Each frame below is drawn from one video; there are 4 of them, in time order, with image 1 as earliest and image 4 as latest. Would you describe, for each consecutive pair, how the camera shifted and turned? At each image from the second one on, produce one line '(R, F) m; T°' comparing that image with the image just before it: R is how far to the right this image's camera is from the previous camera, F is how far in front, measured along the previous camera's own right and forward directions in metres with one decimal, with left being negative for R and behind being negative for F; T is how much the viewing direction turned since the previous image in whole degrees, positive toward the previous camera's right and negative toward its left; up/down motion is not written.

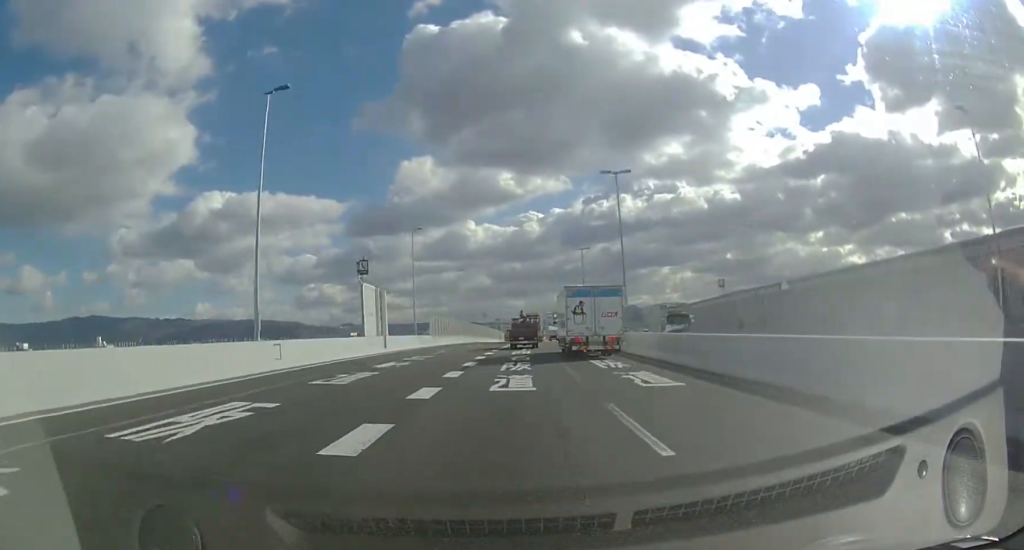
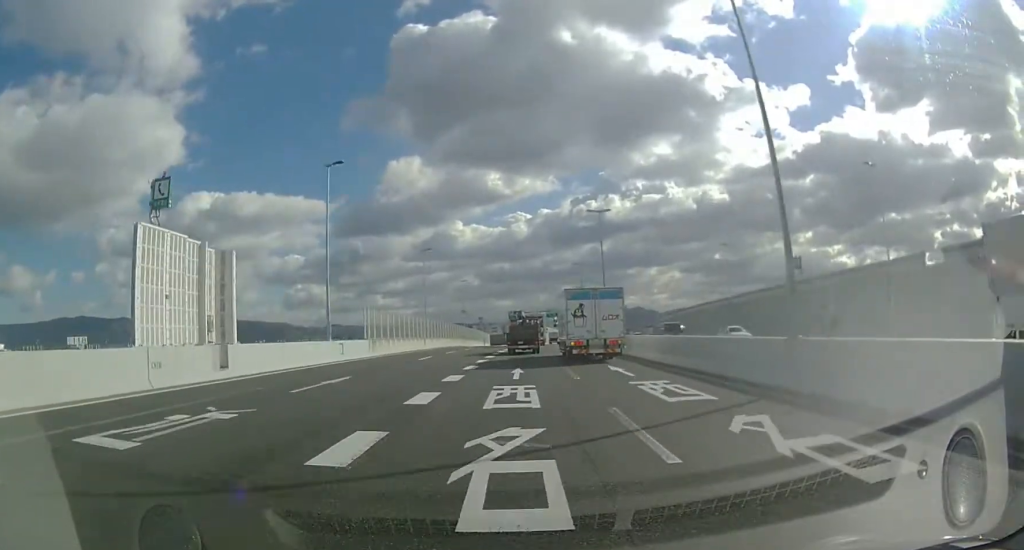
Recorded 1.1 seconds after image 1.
(+0.4, +20.1) m; +1°
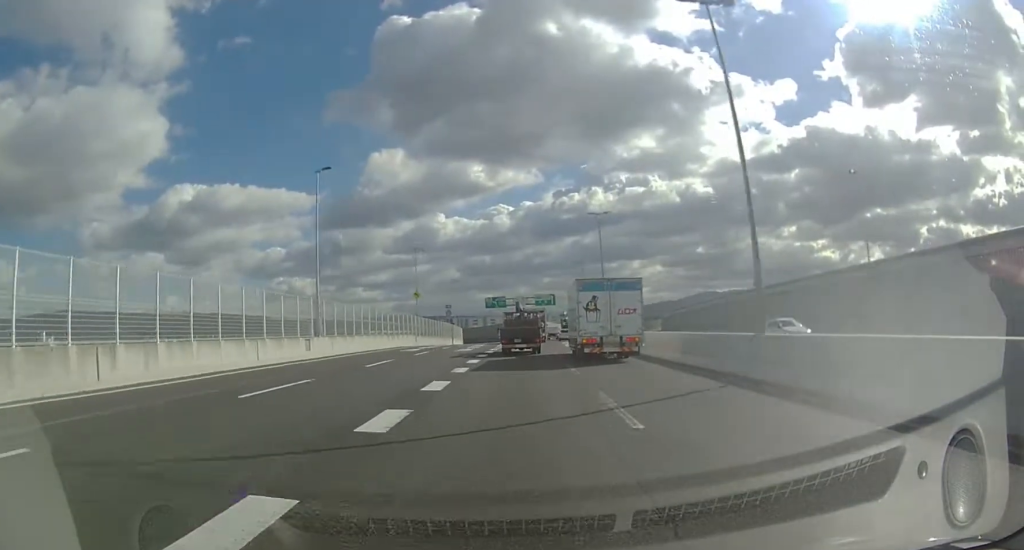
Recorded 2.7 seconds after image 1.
(+0.4, +28.8) m; +2°
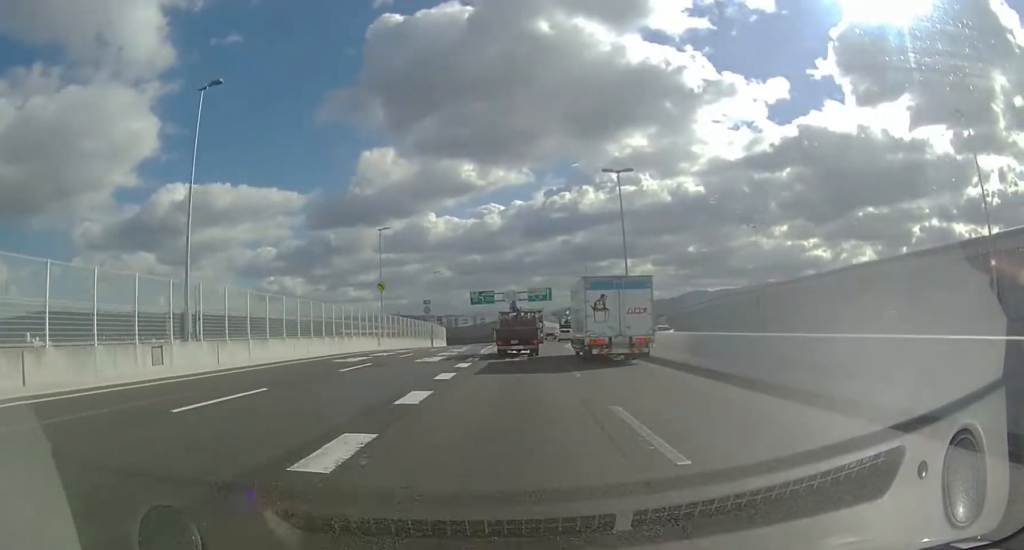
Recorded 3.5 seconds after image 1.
(+0.1, +13.5) m; +1°
